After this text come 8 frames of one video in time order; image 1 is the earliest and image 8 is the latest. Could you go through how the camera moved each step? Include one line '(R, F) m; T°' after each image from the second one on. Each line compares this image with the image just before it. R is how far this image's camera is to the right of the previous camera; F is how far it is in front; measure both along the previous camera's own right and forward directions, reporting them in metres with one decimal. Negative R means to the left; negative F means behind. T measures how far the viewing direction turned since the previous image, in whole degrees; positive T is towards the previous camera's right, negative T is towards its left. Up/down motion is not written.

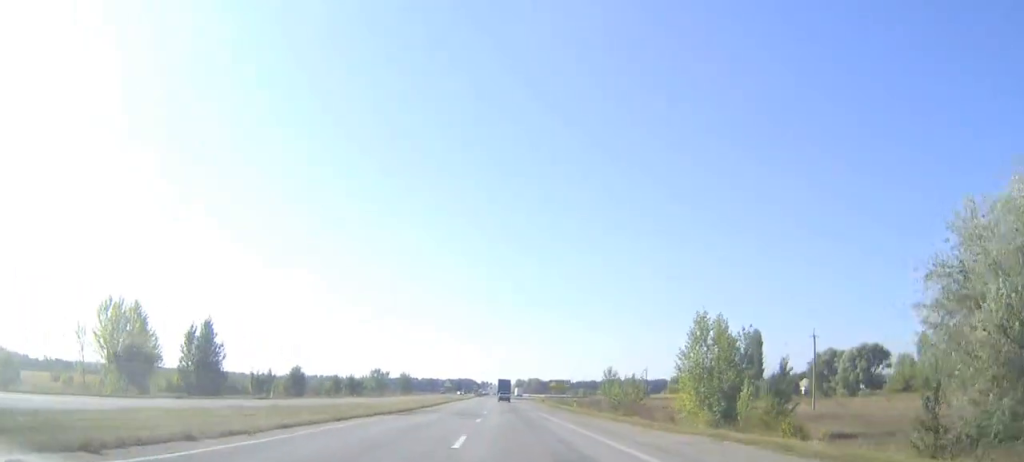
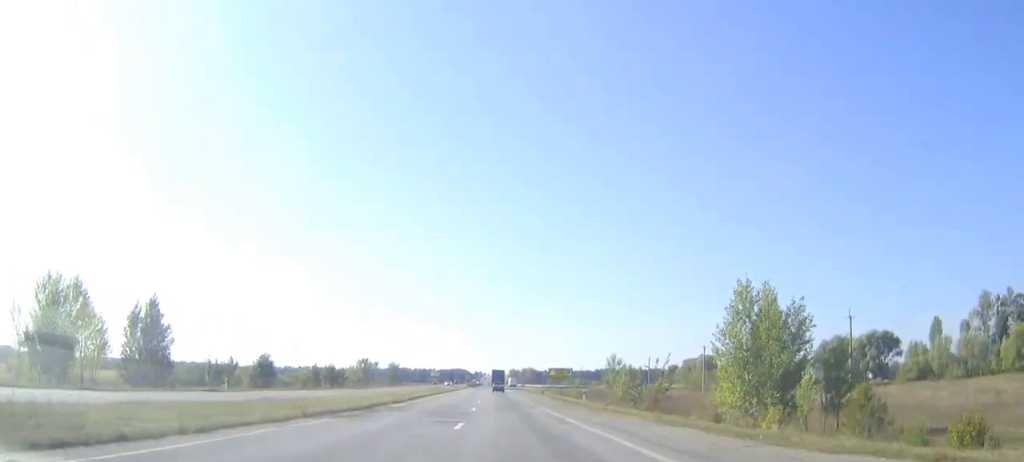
(+0.1, +11.7) m; 0°
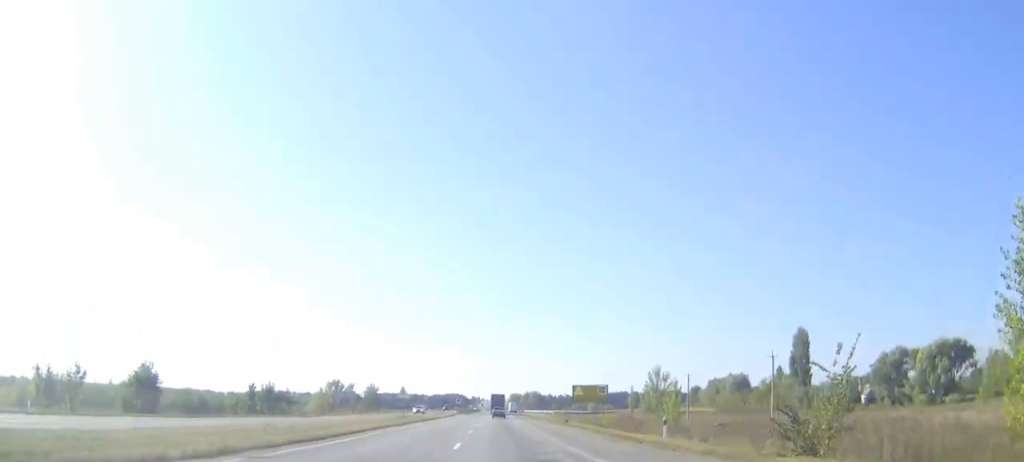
(+0.1, +27.3) m; 0°
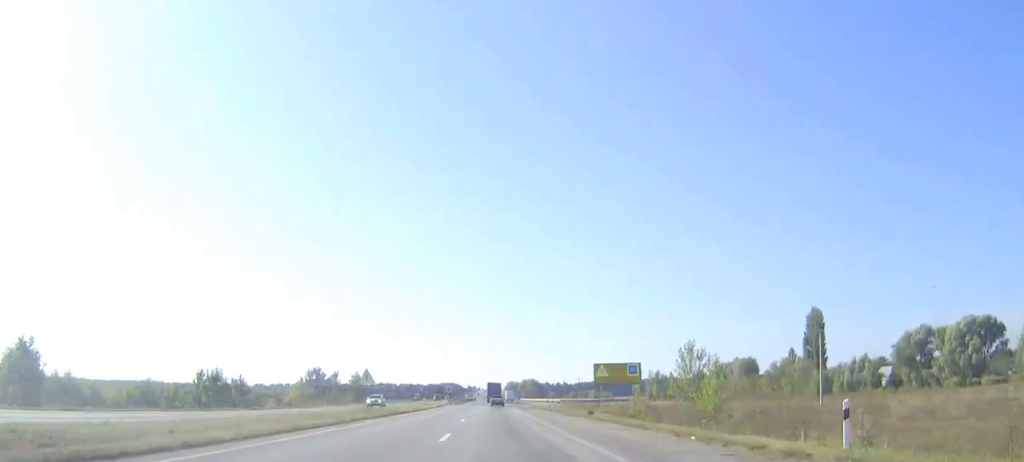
(0.0, +18.4) m; 0°
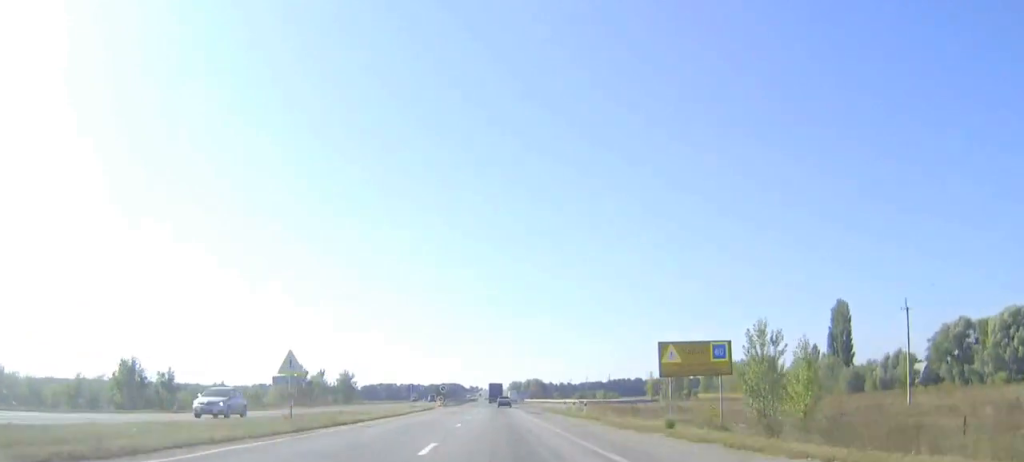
(+0.1, +20.5) m; 0°
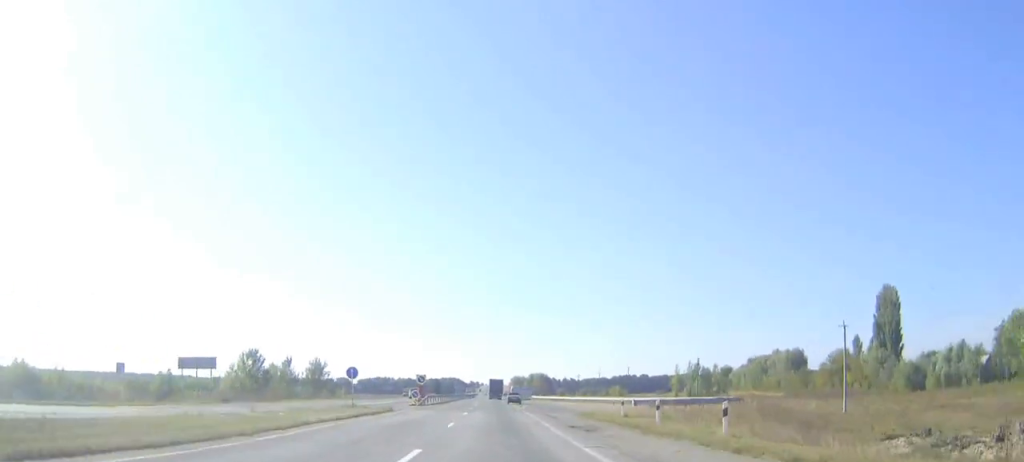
(0.0, +33.6) m; 0°
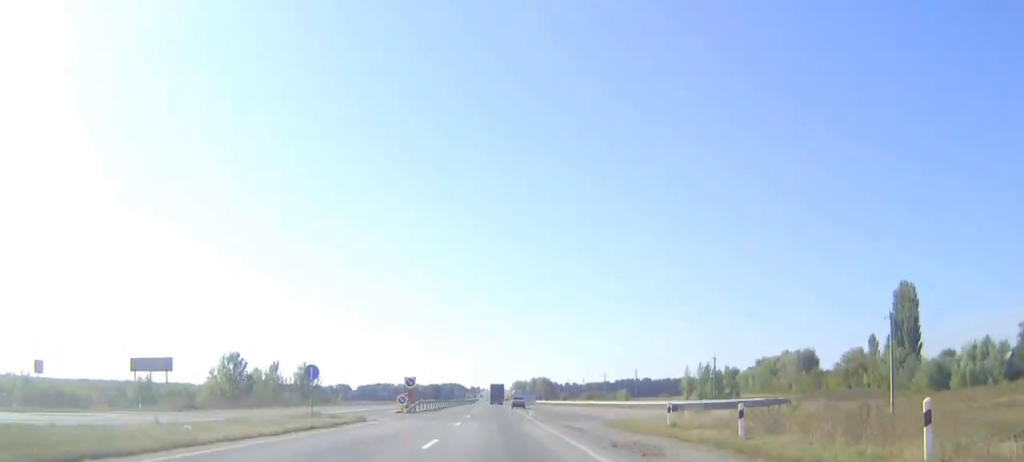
(0.0, +10.8) m; 0°
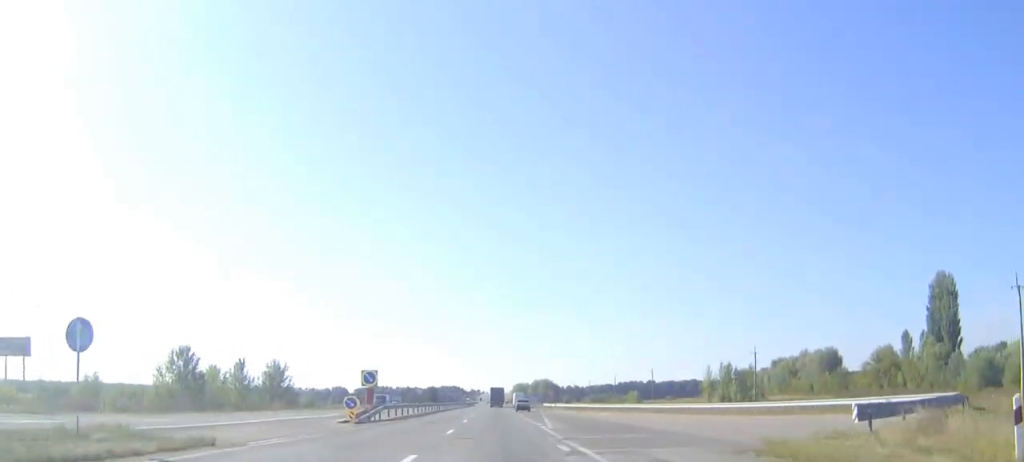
(0.0, +21.6) m; 0°
